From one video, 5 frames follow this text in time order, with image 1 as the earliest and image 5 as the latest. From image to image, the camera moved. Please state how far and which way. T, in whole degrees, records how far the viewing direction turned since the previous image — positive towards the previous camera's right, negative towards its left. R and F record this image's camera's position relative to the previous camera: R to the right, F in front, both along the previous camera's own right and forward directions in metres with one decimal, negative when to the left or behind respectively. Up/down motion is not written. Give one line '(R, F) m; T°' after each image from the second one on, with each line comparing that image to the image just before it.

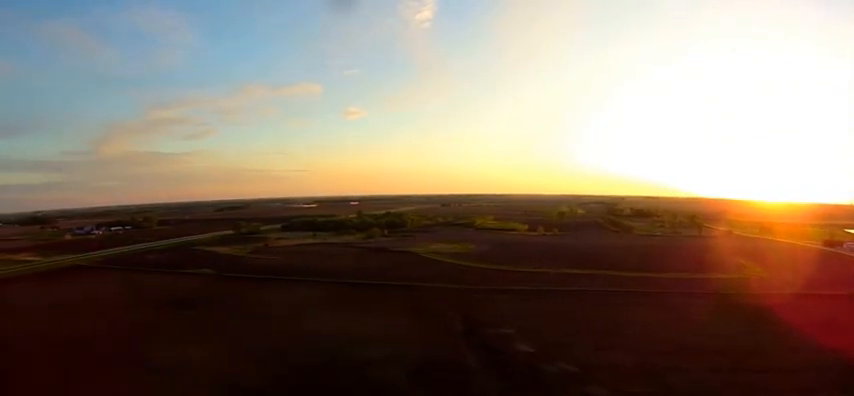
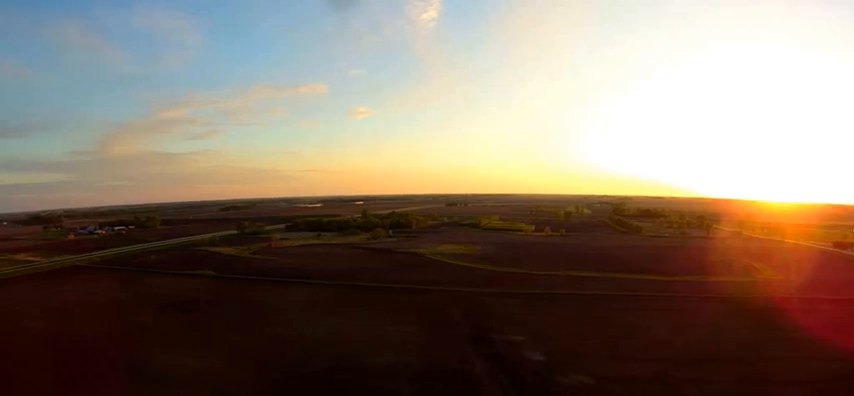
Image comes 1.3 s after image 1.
(0.0, +8.4) m; 0°
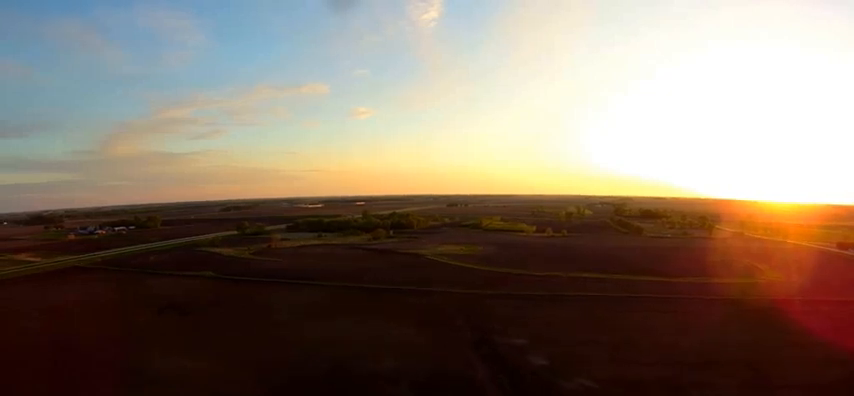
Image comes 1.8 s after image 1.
(0.0, +3.3) m; 0°
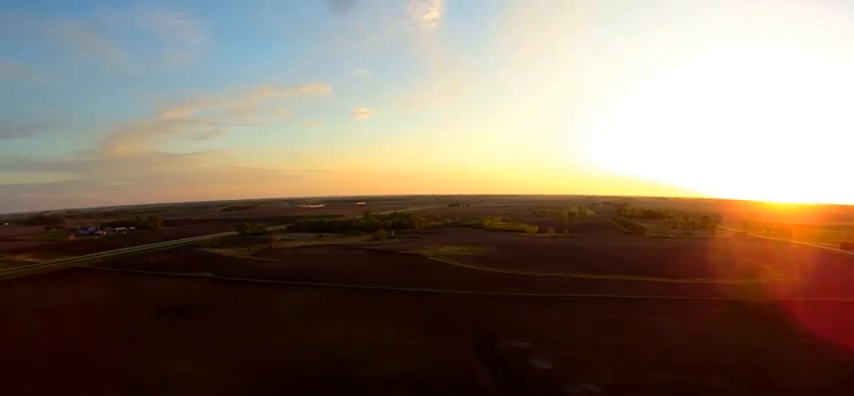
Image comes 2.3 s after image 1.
(0.0, +3.5) m; 0°
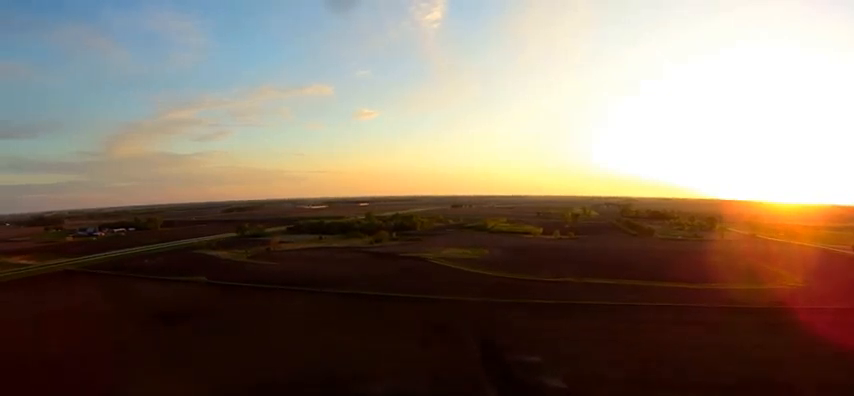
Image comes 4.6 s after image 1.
(+0.1, +15.0) m; +1°
